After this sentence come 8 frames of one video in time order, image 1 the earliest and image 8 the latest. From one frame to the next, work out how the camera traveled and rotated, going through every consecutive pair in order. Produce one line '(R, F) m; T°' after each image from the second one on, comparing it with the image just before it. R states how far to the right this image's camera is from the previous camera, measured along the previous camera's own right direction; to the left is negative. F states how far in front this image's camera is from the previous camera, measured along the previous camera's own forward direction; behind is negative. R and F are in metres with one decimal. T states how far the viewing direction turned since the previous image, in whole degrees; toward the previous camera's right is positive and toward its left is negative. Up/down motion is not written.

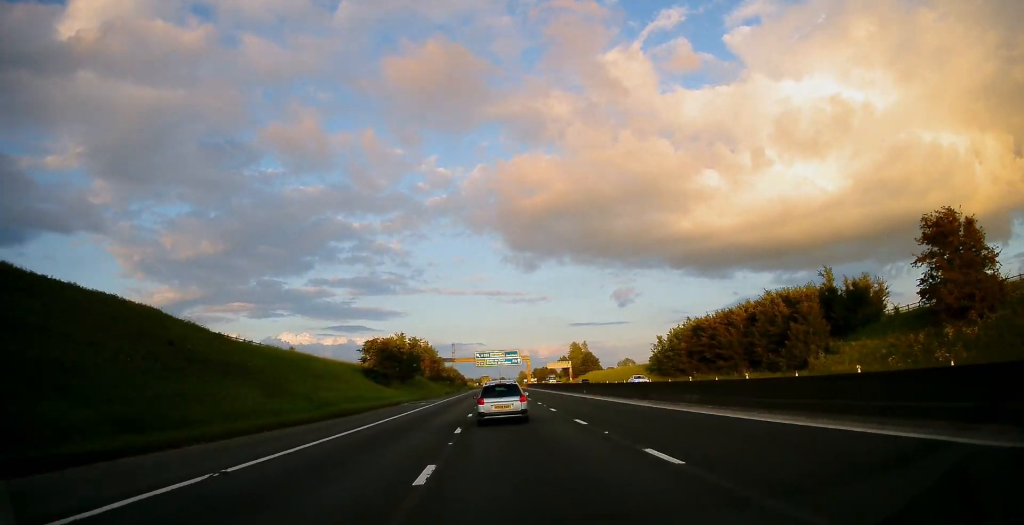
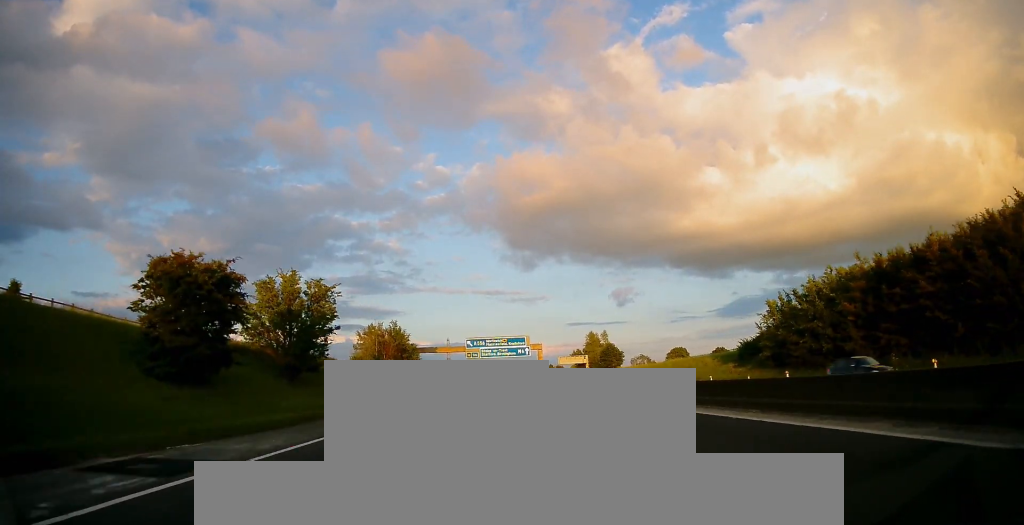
(-0.2, +44.6) m; 0°
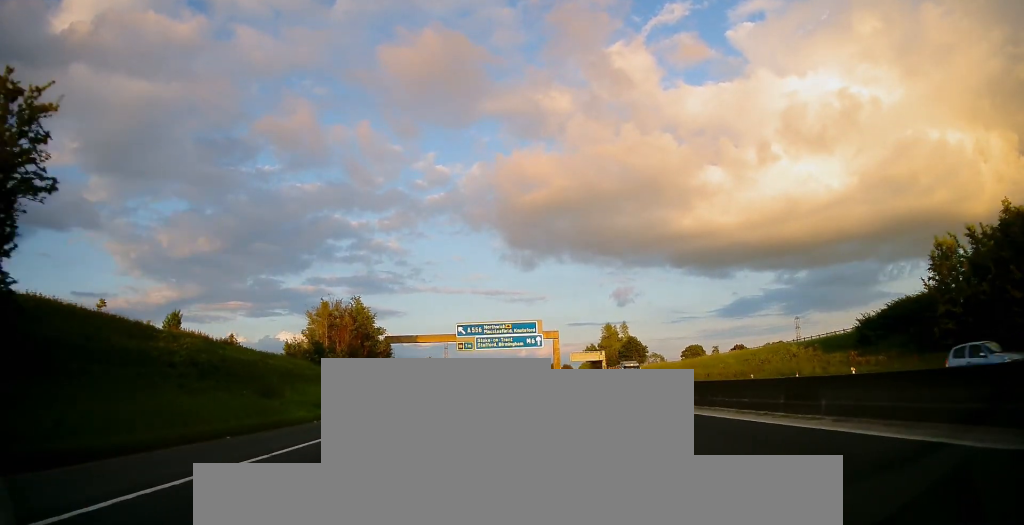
(+0.1, +27.5) m; 0°
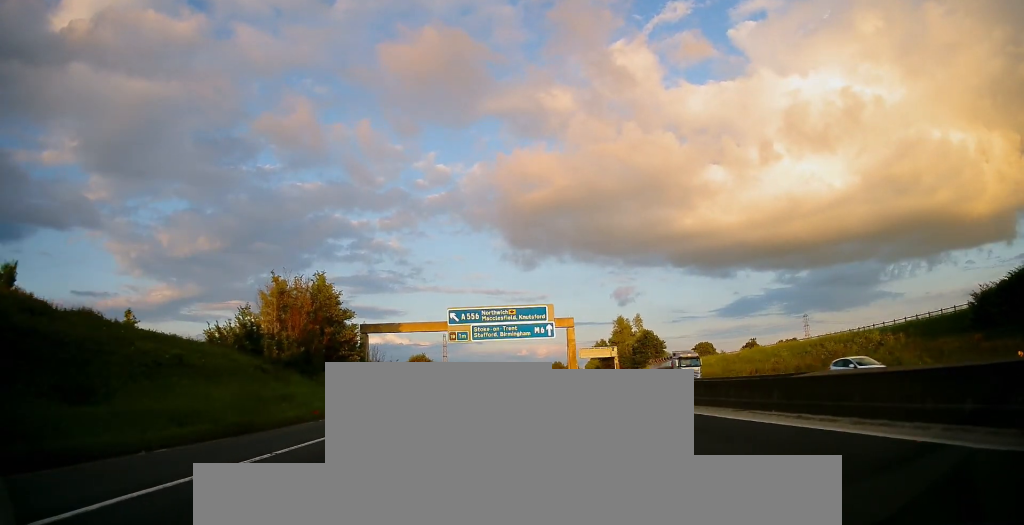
(-0.3, +14.8) m; 0°
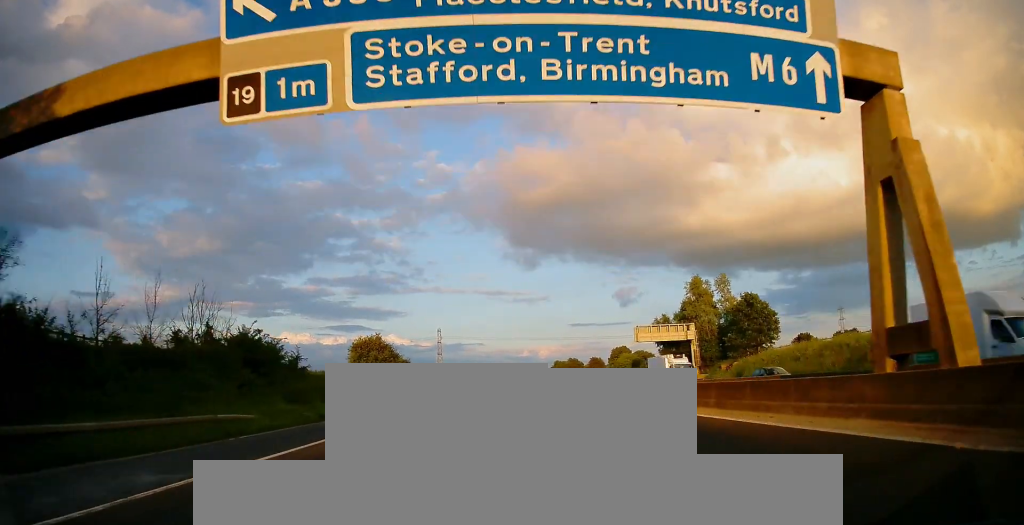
(+0.5, +54.8) m; +1°
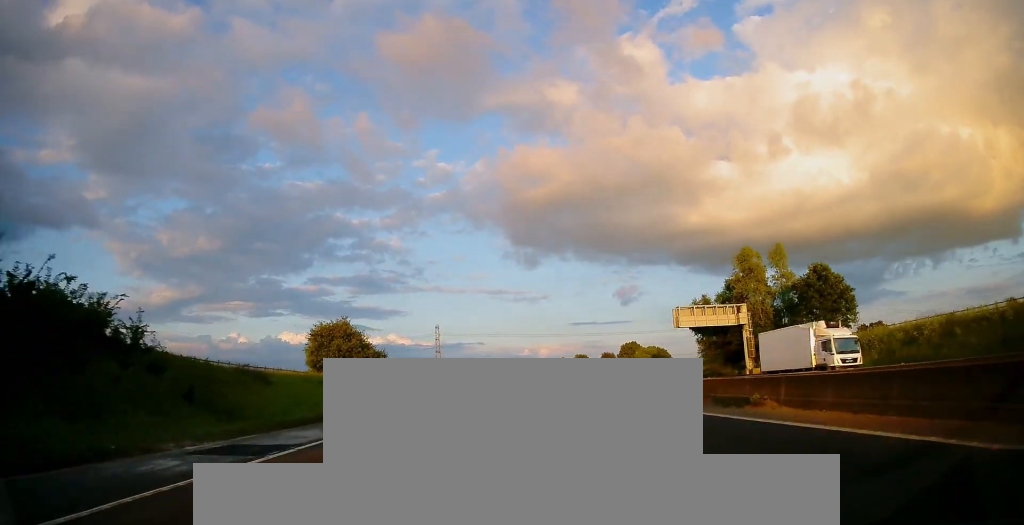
(0.0, +19.3) m; -1°
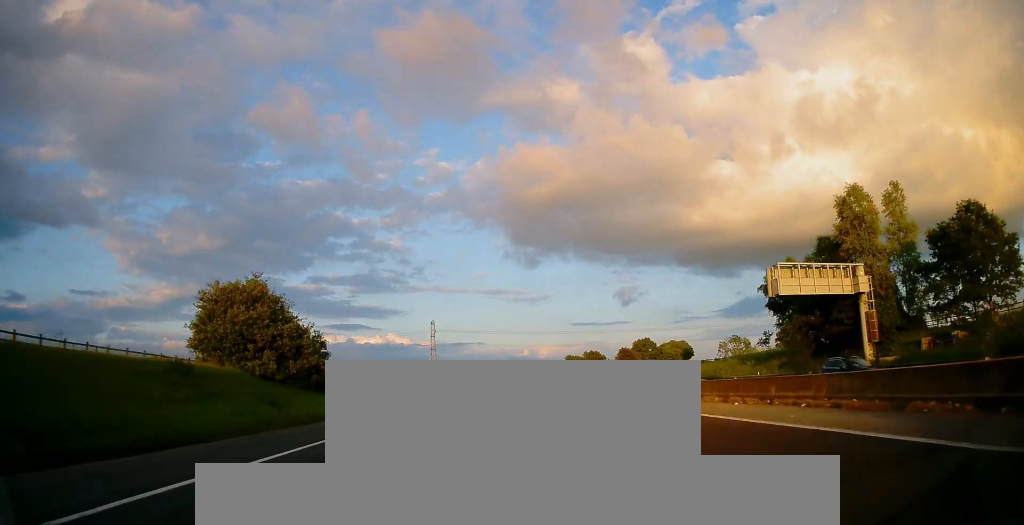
(-0.3, +23.8) m; 0°
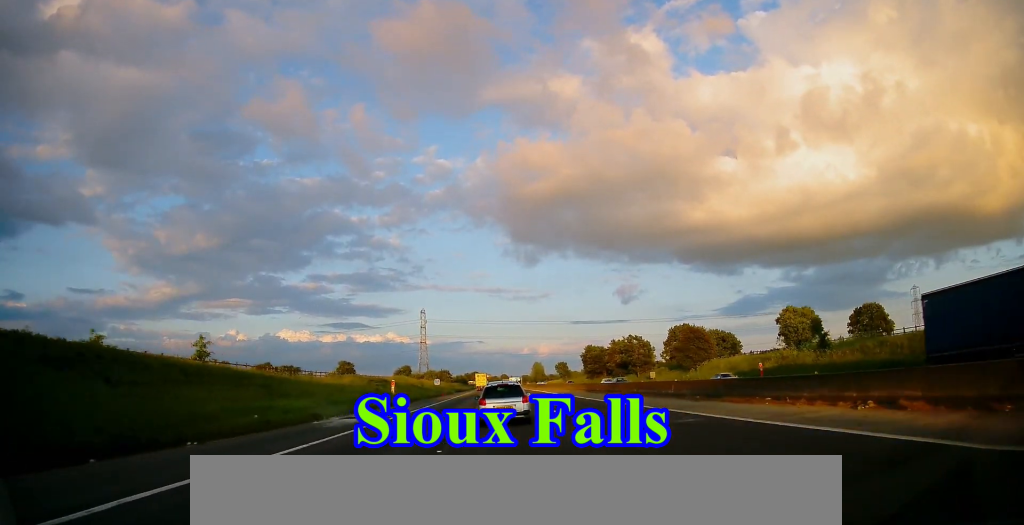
(+0.4, +49.7) m; +1°
